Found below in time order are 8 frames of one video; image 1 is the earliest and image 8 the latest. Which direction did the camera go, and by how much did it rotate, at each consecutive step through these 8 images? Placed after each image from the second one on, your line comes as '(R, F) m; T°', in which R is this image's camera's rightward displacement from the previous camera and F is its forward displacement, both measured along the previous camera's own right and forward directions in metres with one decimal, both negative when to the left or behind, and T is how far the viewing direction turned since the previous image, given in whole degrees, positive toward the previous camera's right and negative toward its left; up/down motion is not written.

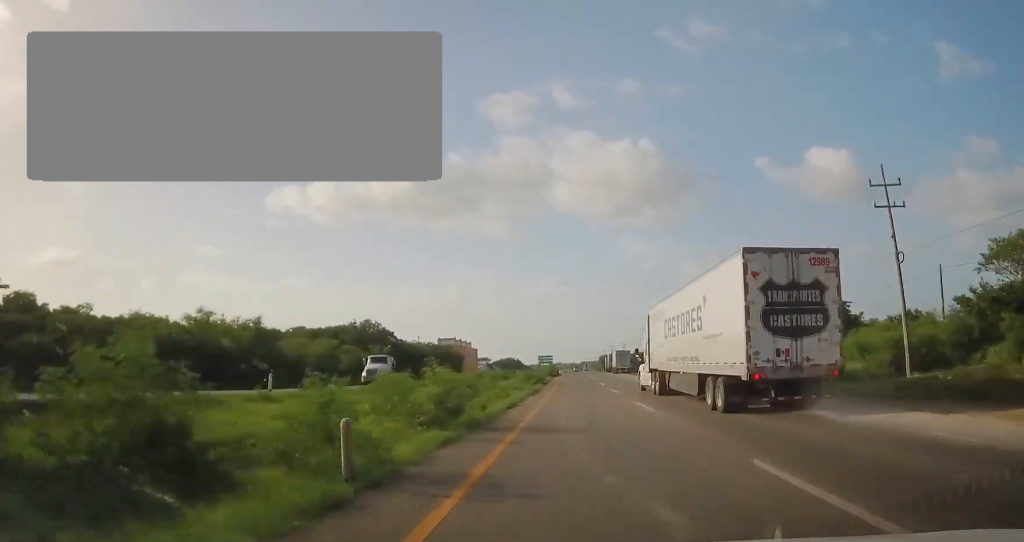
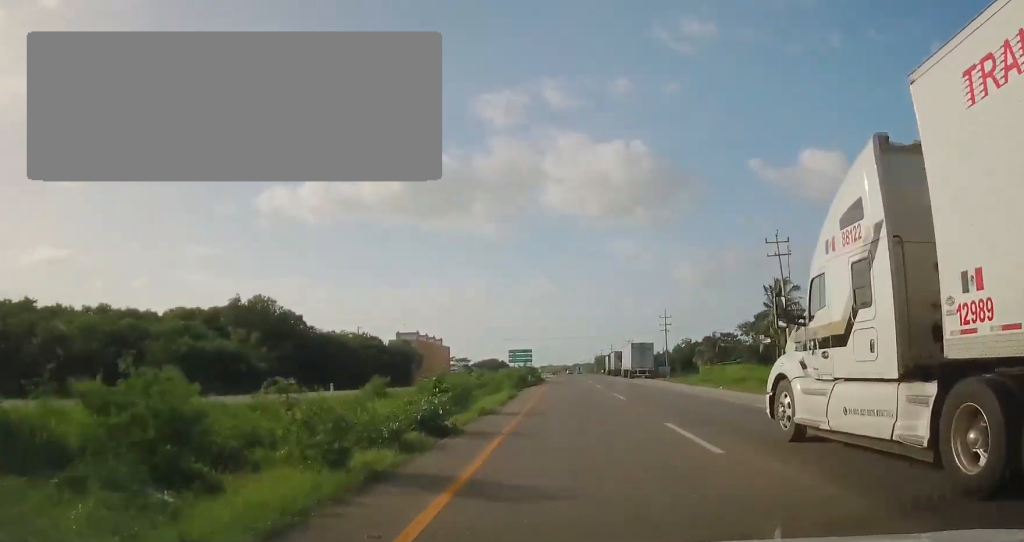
(+0.9, +39.1) m; +2°
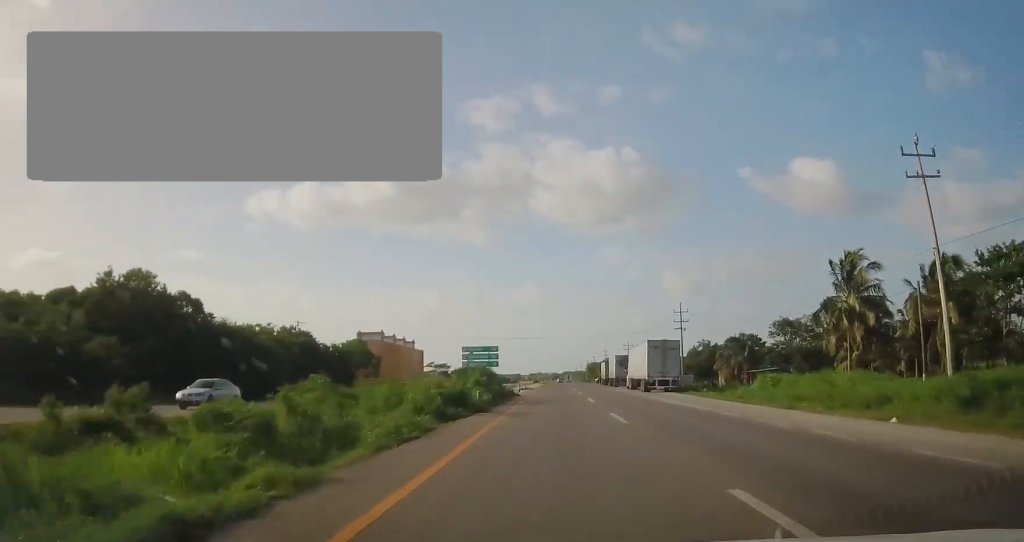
(+0.2, +22.6) m; +1°
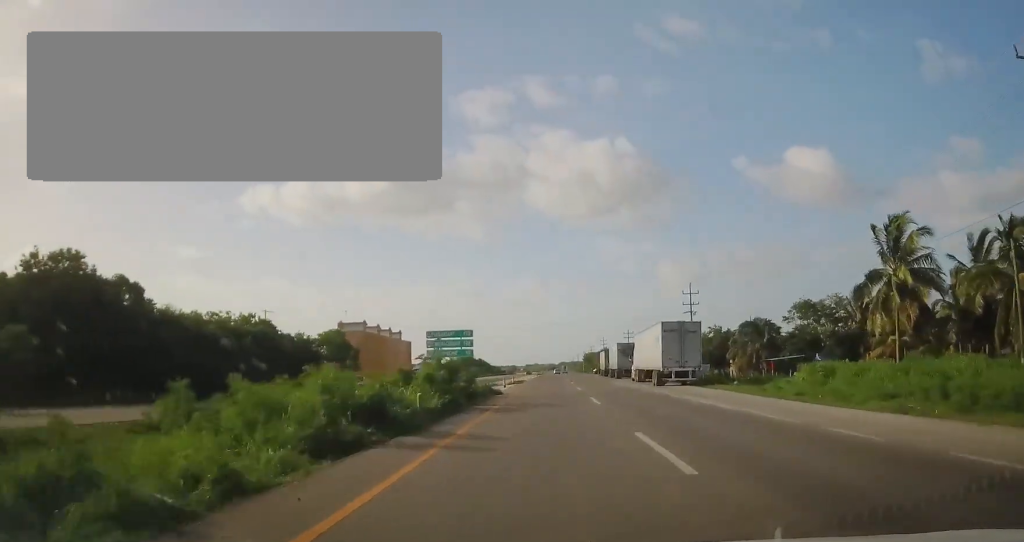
(+0.2, +9.3) m; 0°
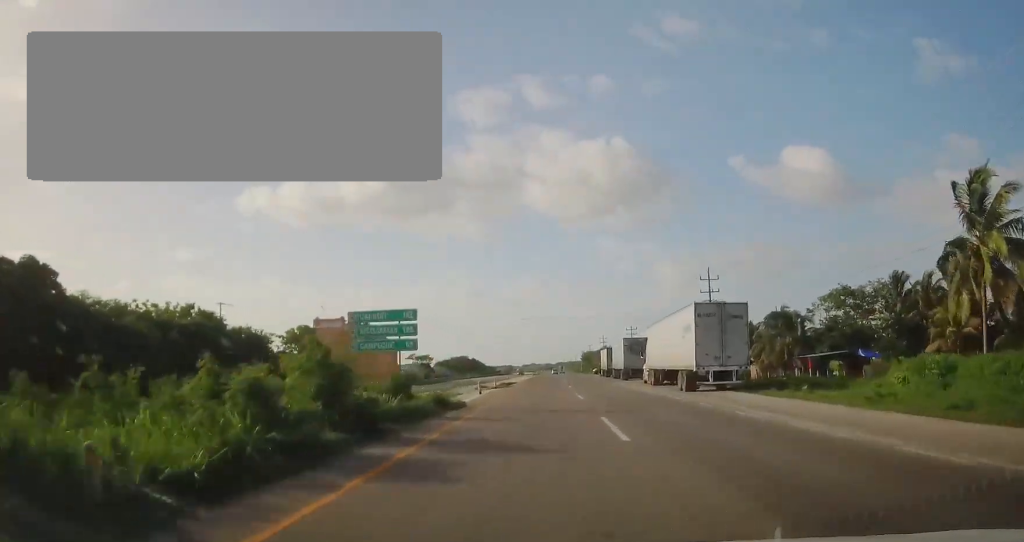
(-0.1, +11.2) m; 0°
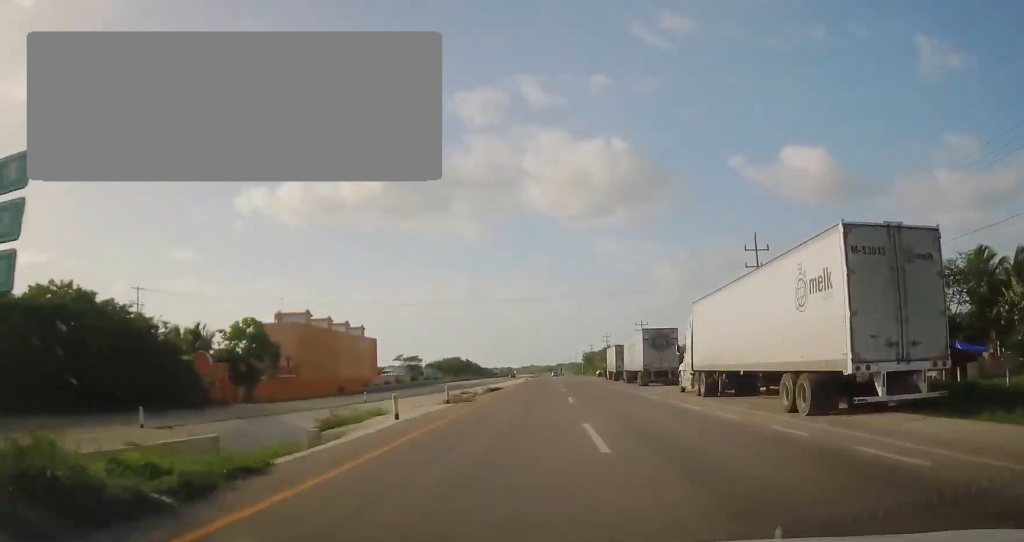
(-0.3, +16.1) m; 0°
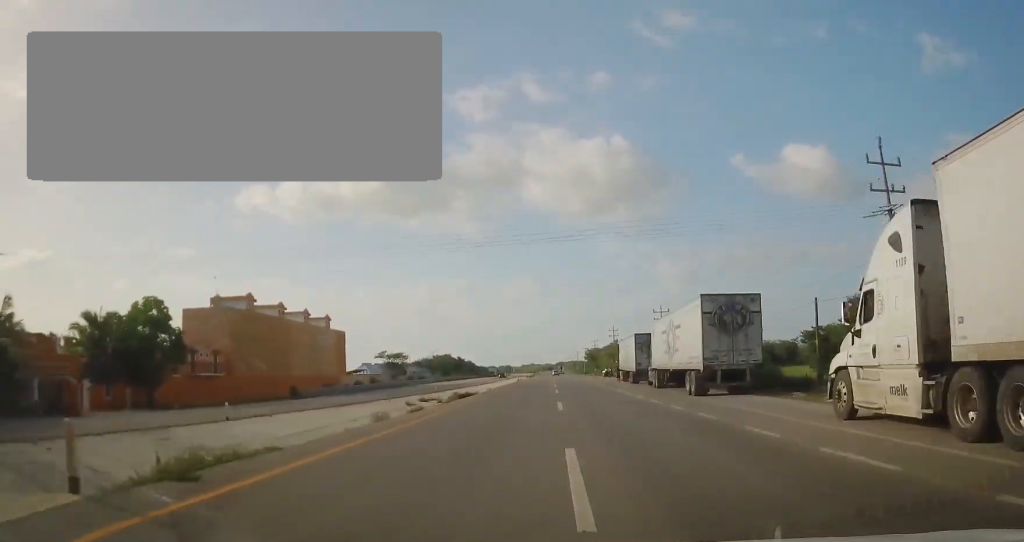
(+0.5, +20.0) m; 0°
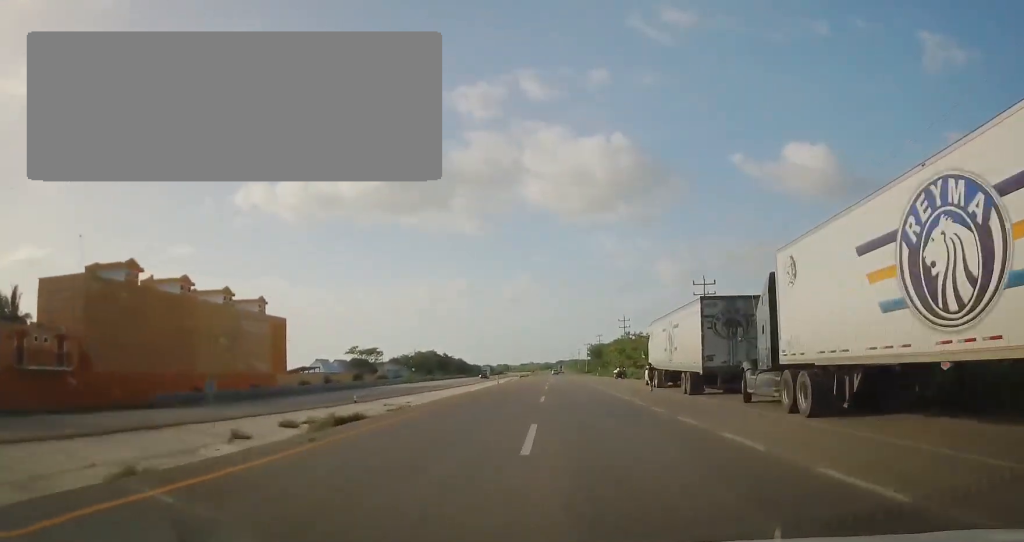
(-0.4, +25.3) m; 0°
